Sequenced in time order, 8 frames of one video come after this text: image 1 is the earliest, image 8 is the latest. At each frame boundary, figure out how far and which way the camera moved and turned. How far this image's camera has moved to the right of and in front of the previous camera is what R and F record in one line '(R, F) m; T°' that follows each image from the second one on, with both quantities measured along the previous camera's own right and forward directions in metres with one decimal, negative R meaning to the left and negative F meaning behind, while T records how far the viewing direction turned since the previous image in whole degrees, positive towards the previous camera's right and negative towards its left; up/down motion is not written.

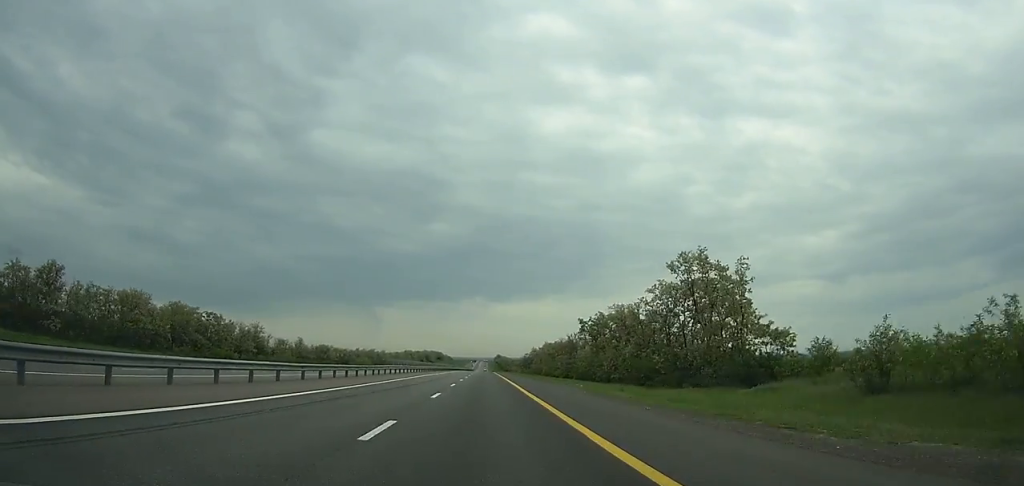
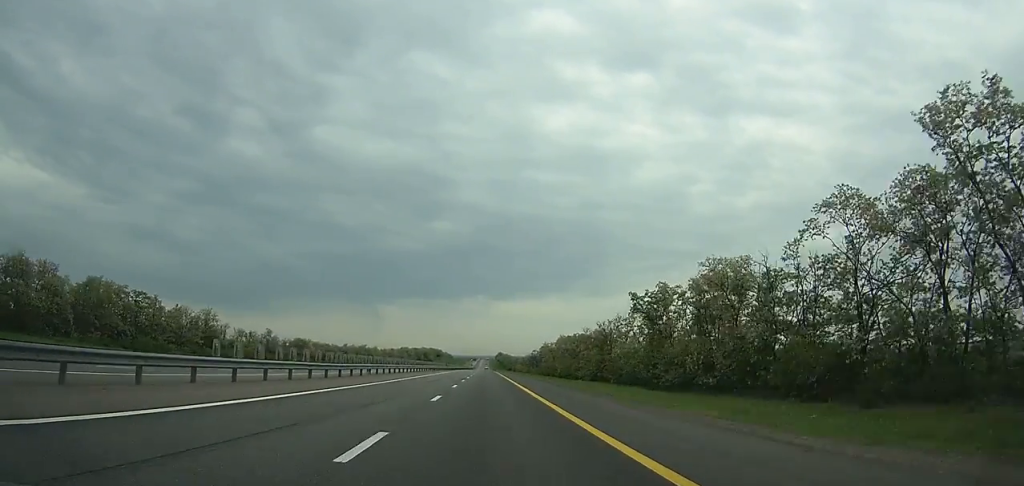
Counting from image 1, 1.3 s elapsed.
(0.0, +38.0) m; 0°
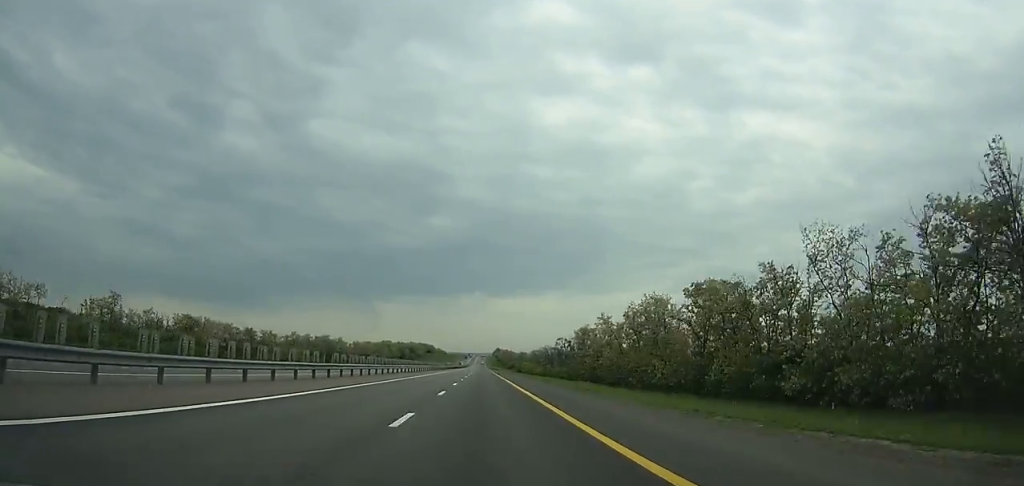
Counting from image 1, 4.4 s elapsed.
(-0.2, +90.9) m; 0°
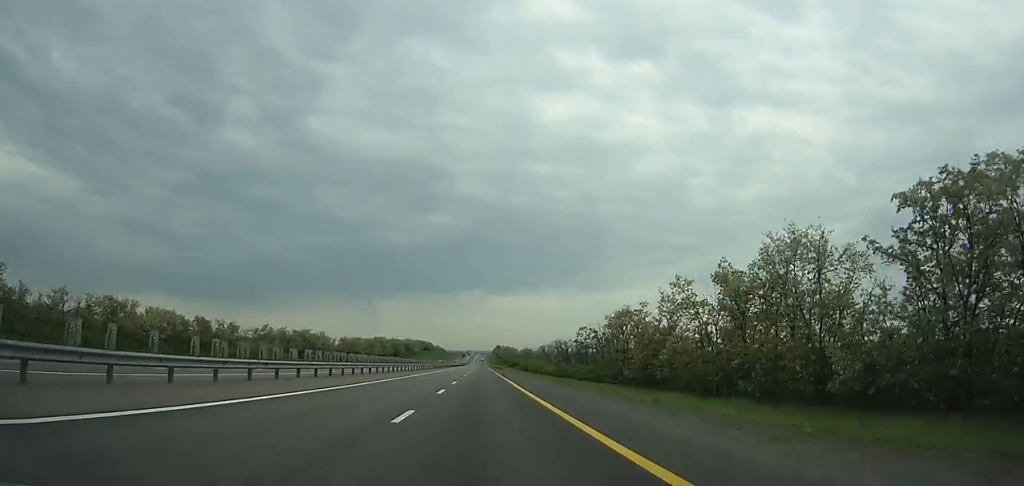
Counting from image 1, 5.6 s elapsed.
(+0.1, +35.4) m; 0°
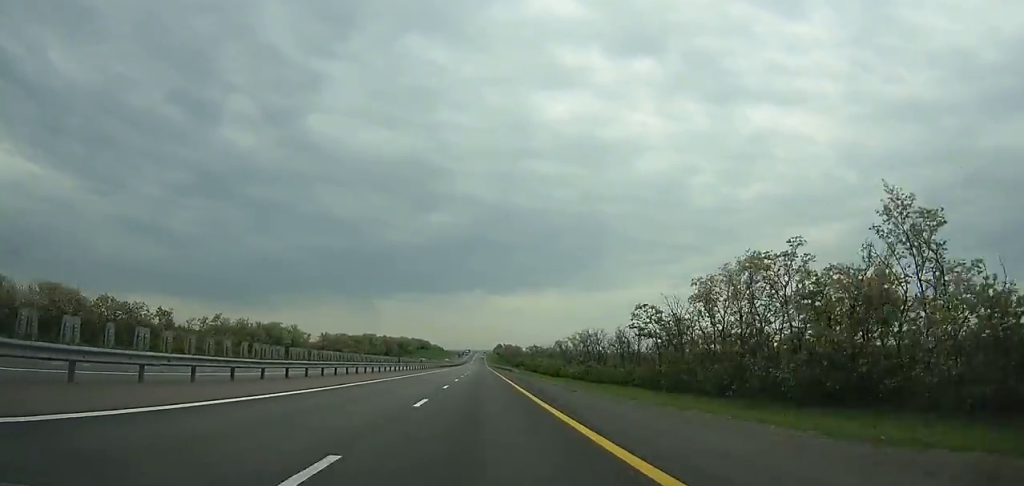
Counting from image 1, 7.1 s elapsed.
(+0.1, +44.2) m; 0°
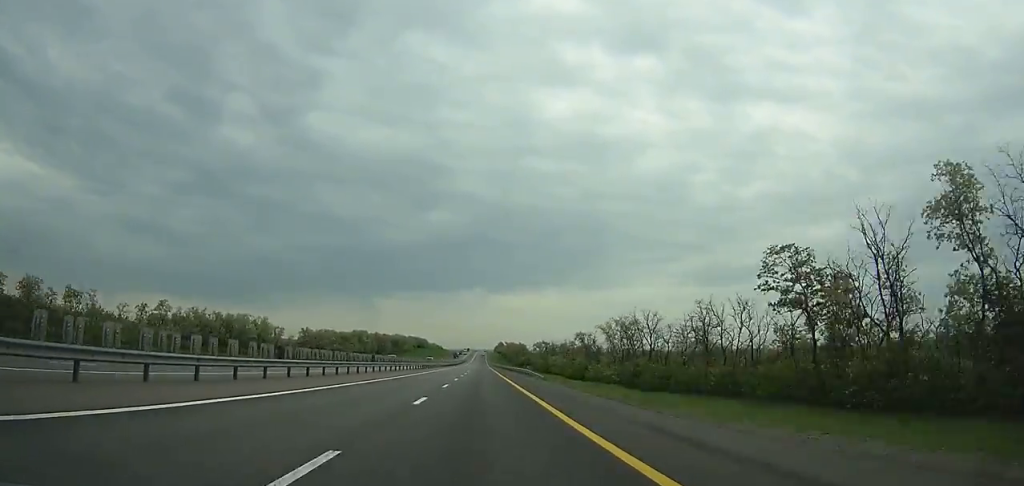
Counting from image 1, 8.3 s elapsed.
(-0.1, +35.6) m; 0°
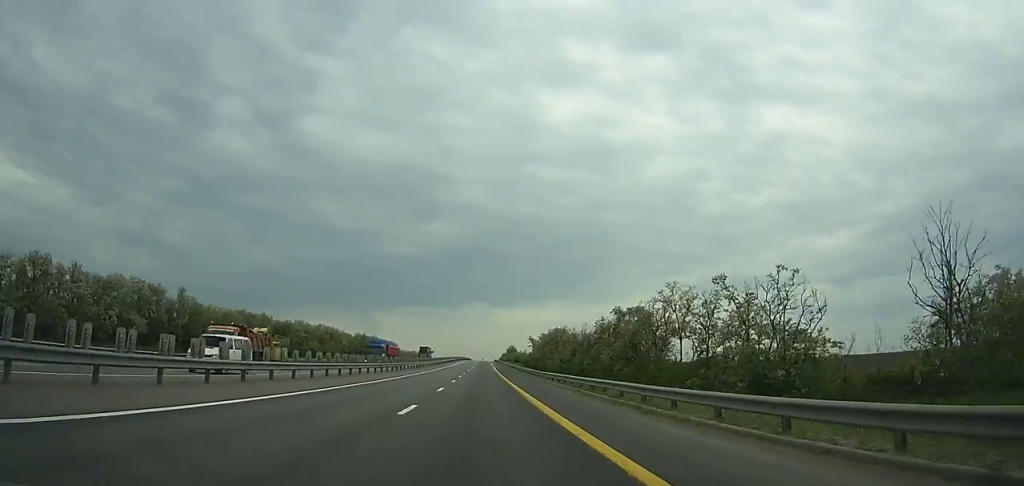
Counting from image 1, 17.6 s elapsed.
(-0.2, +277.1) m; 0°
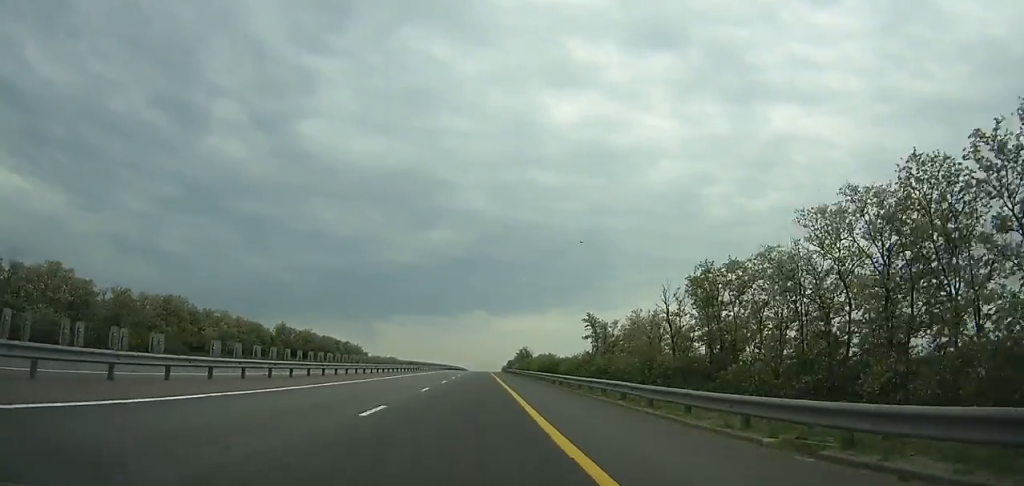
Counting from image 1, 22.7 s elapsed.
(+0.2, +150.6) m; 0°
